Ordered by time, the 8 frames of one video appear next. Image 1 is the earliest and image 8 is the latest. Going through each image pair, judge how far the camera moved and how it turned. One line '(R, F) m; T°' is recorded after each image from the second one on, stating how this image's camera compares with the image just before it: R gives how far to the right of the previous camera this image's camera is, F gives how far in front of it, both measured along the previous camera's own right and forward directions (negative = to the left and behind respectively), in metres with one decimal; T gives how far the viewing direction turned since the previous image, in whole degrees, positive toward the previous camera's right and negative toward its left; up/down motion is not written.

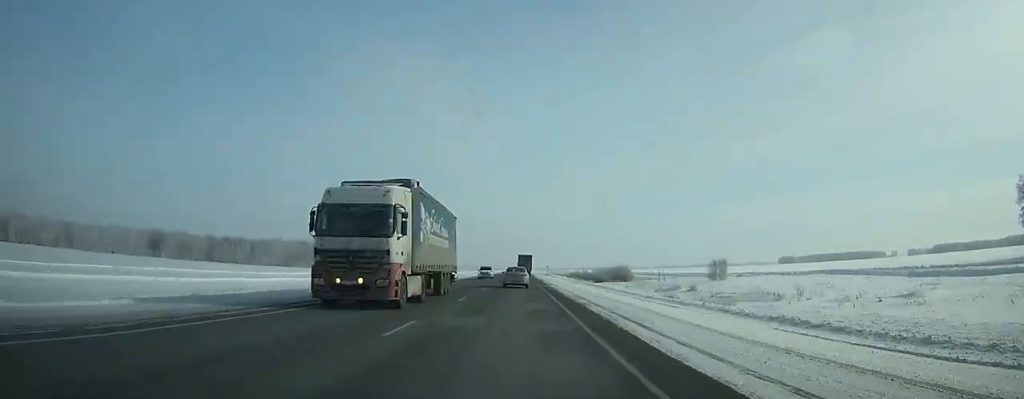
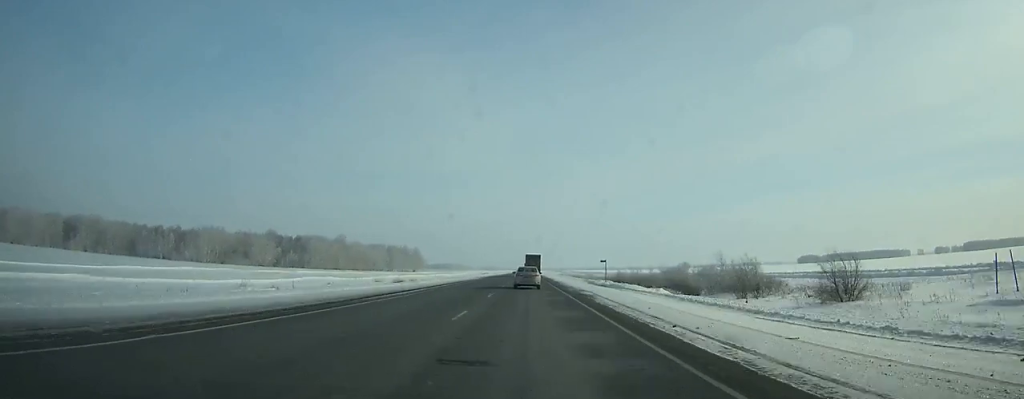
(-0.1, +90.4) m; 0°
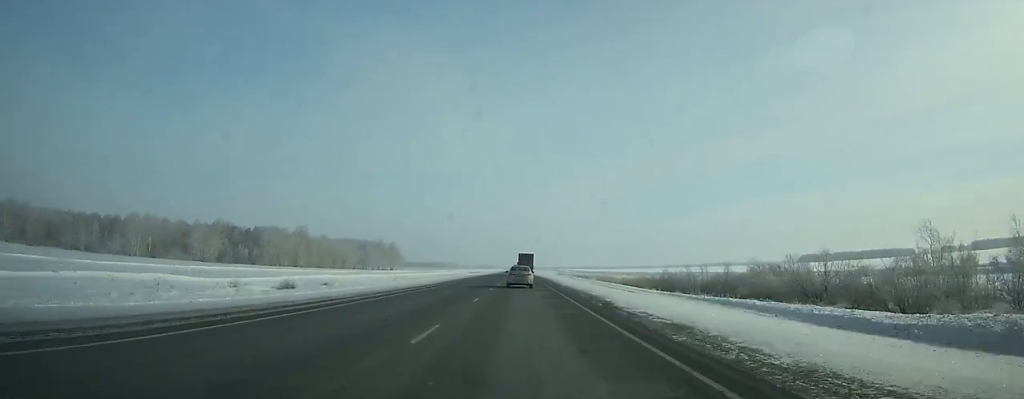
(+0.1, +54.3) m; 0°
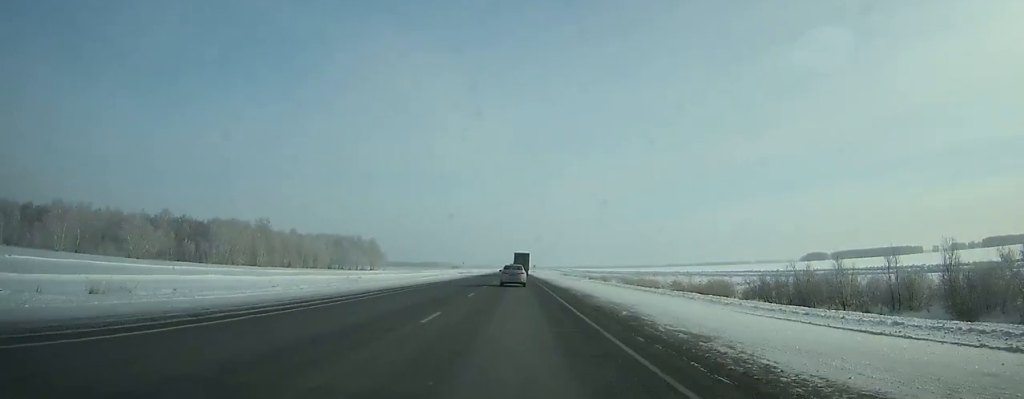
(0.0, +46.0) m; 0°
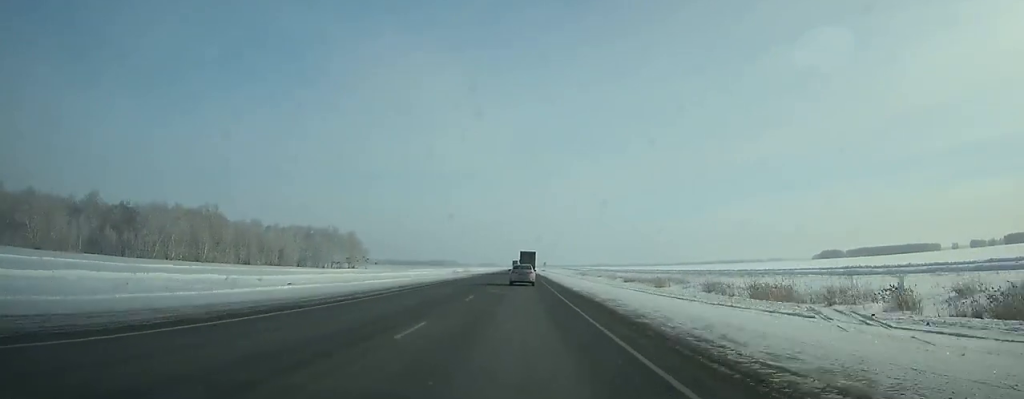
(-0.1, +53.2) m; 0°
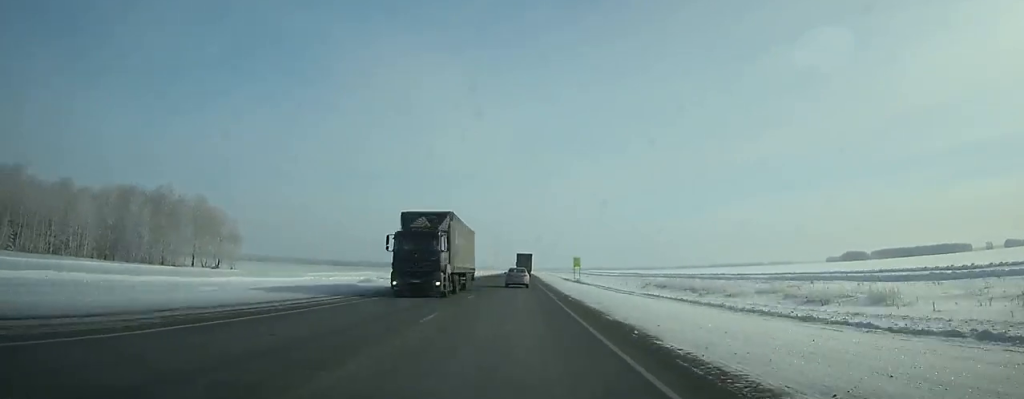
(0.0, +137.2) m; 0°
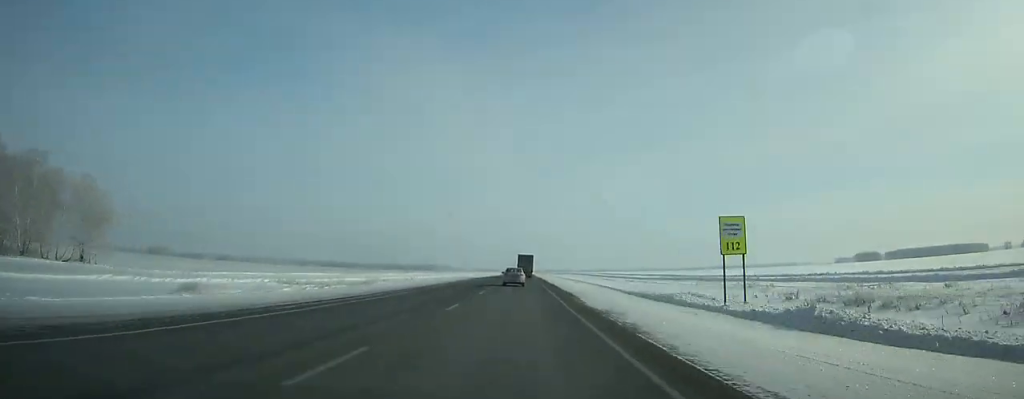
(0.0, +58.8) m; 0°
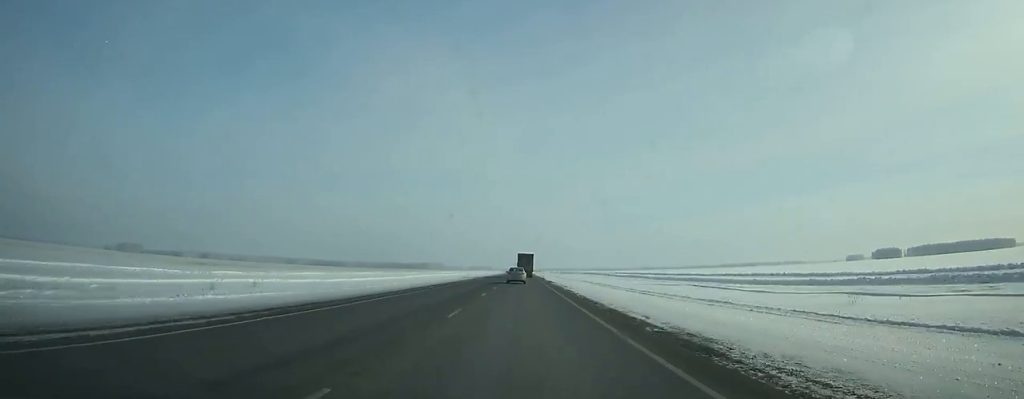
(+0.4, +102.3) m; 0°
